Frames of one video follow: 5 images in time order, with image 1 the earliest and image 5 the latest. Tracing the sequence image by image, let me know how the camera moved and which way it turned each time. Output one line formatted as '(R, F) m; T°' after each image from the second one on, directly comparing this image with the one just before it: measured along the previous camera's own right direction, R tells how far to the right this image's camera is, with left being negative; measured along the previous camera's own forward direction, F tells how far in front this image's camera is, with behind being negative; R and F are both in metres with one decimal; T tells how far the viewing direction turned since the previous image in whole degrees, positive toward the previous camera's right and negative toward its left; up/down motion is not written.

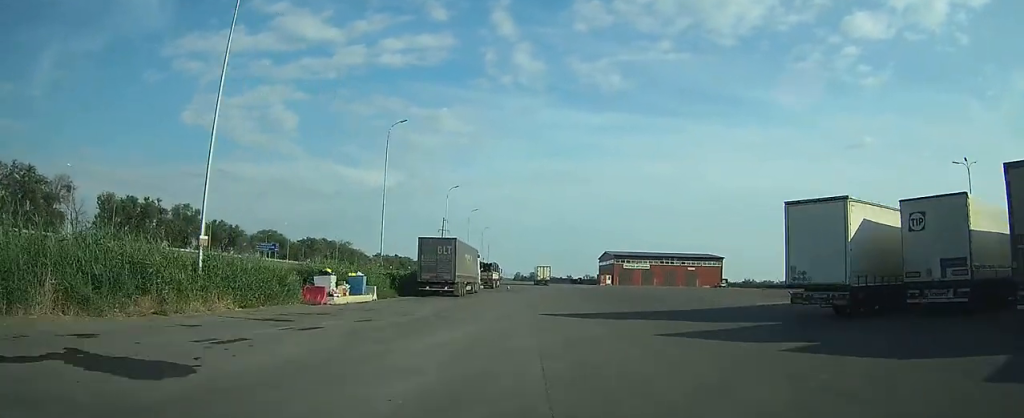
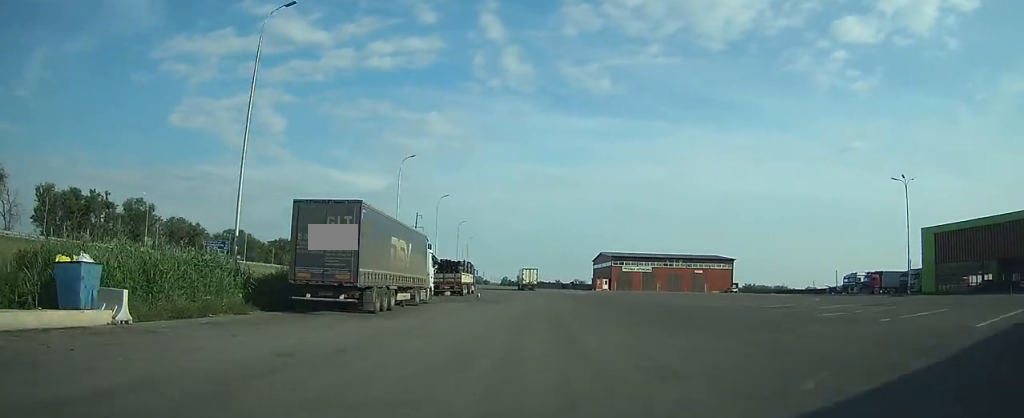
(+0.1, +19.7) m; 0°
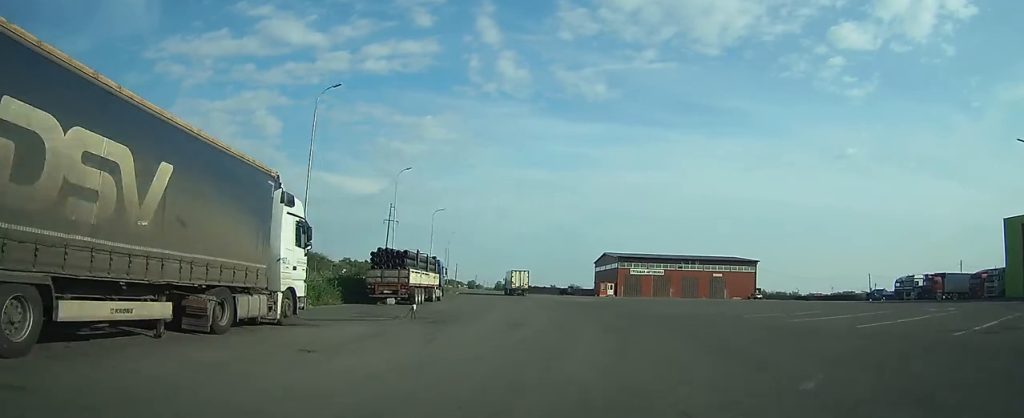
(-0.1, +19.9) m; 0°
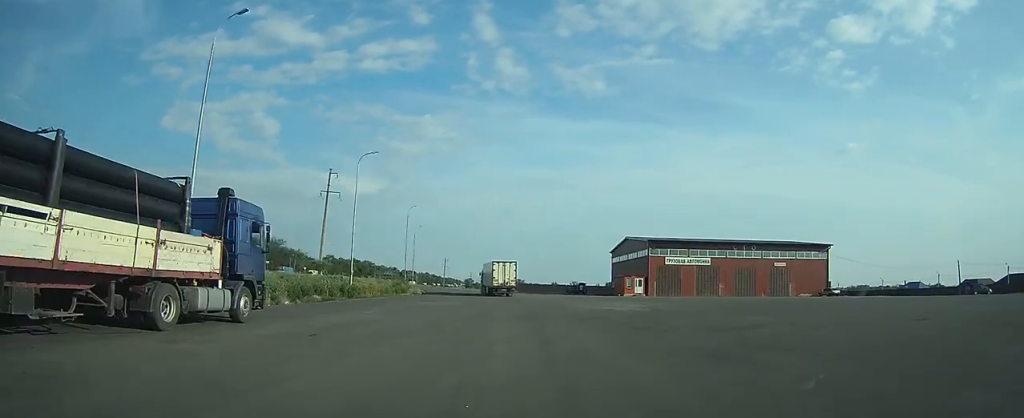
(+0.2, +33.3) m; 0°
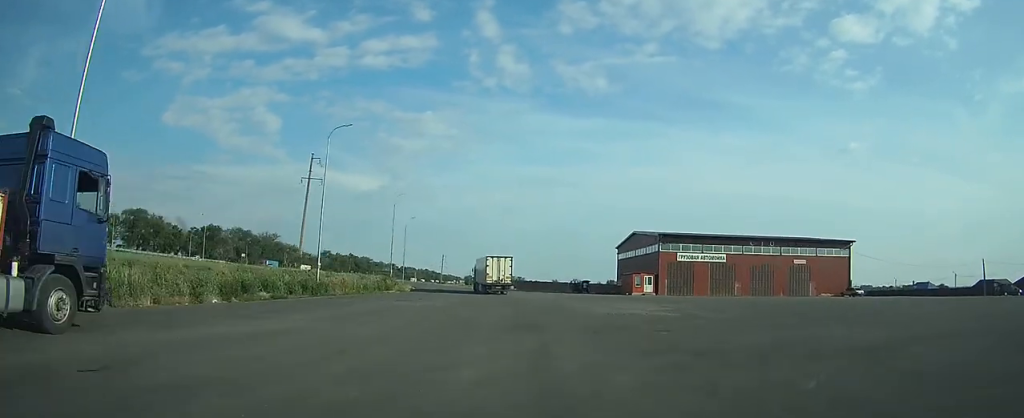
(0.0, +7.3) m; 0°
